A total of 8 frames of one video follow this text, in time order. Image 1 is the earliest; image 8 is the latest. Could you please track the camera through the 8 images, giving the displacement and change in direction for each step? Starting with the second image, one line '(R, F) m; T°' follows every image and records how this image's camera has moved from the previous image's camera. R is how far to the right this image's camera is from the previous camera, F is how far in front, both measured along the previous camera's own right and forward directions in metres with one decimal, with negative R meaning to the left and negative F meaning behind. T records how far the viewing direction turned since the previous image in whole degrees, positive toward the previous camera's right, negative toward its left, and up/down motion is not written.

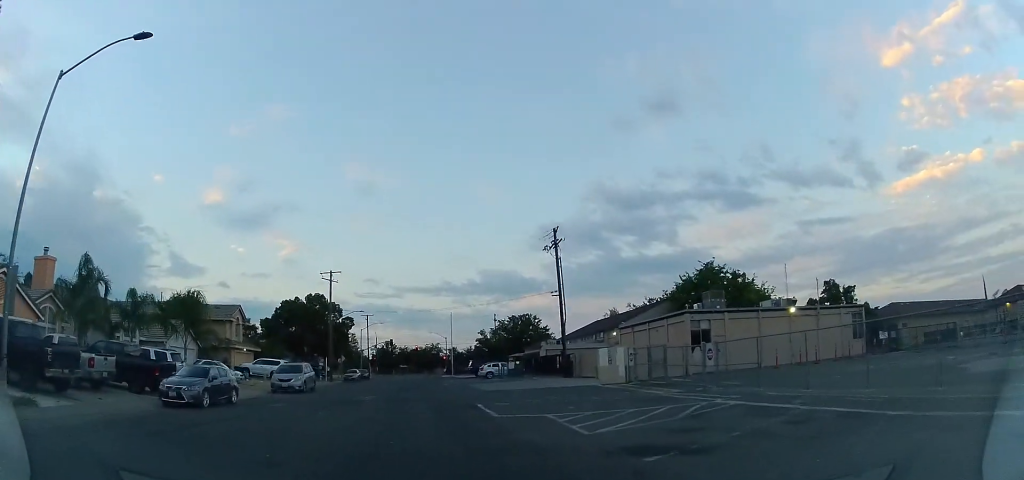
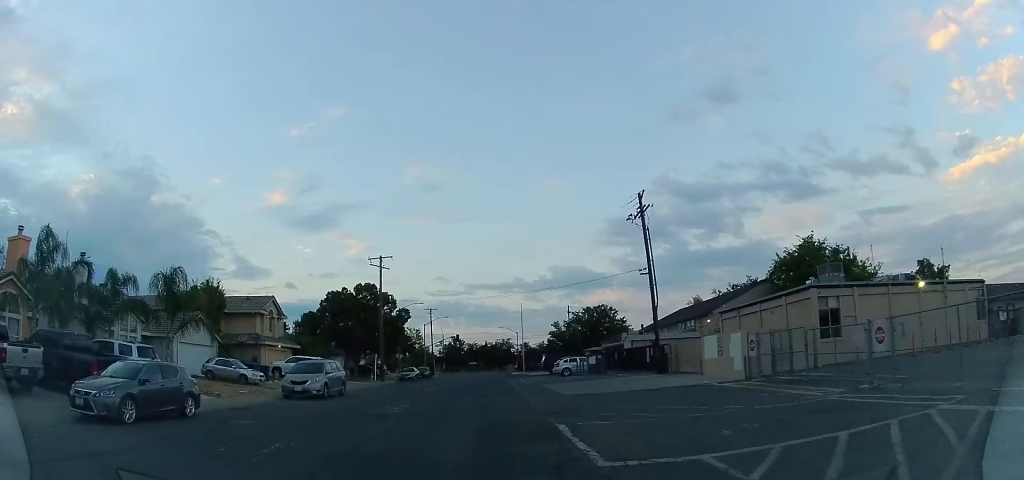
(-0.6, +6.5) m; -10°
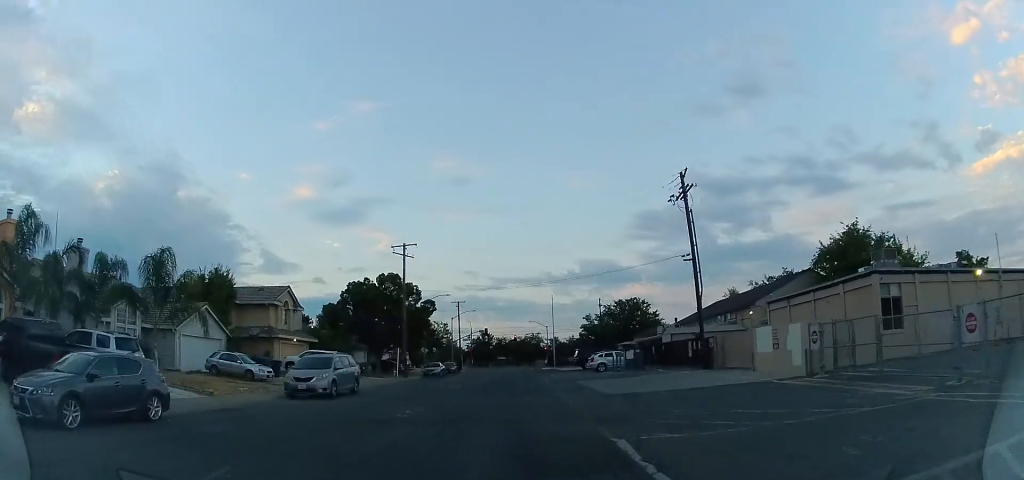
(0.0, +2.4) m; -3°
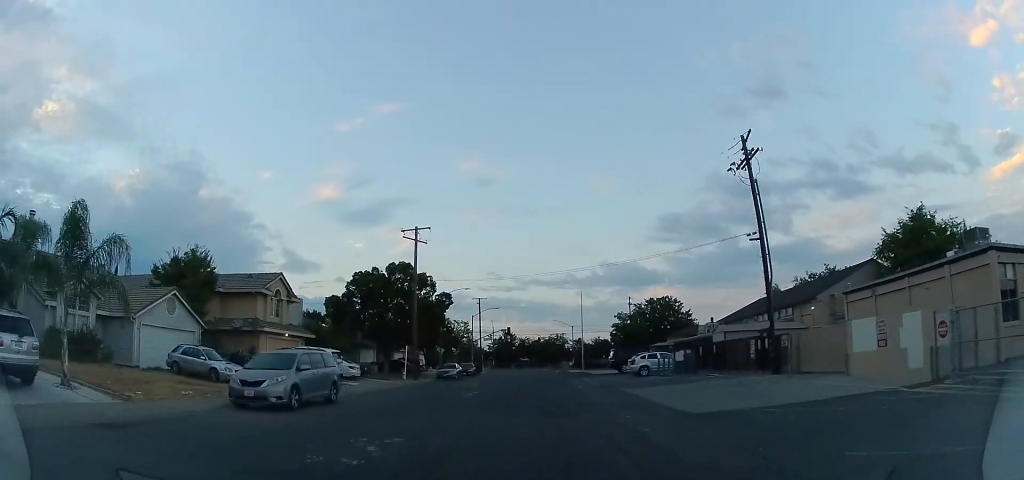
(-0.3, +5.6) m; -1°
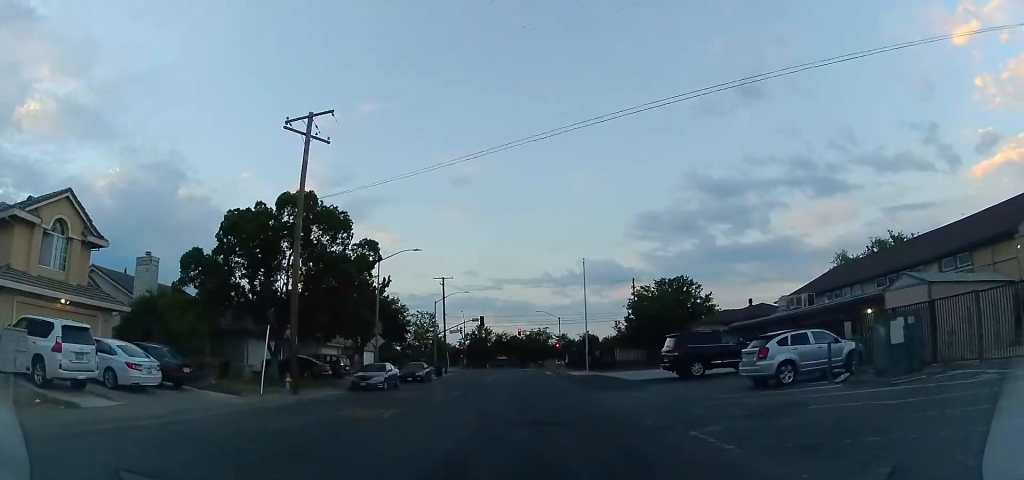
(0.0, +18.5) m; +1°
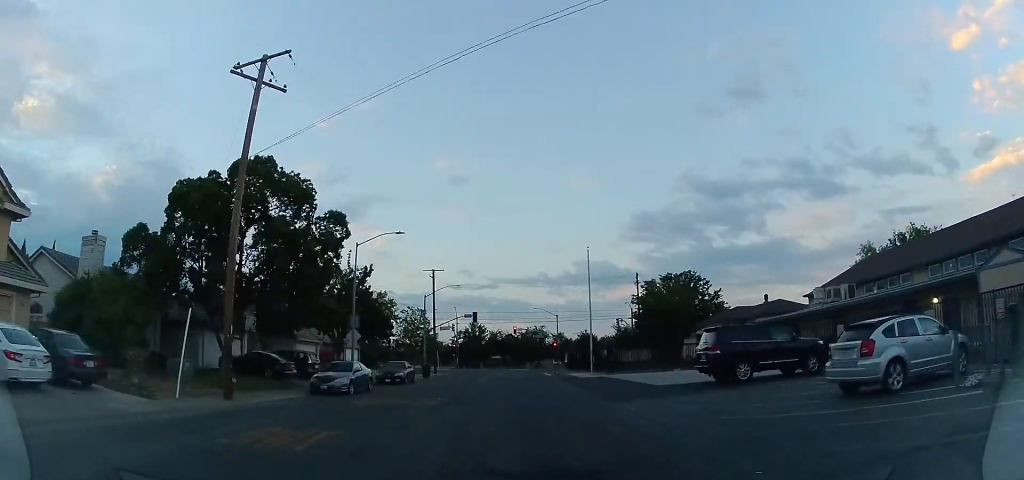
(+0.2, +4.8) m; +2°
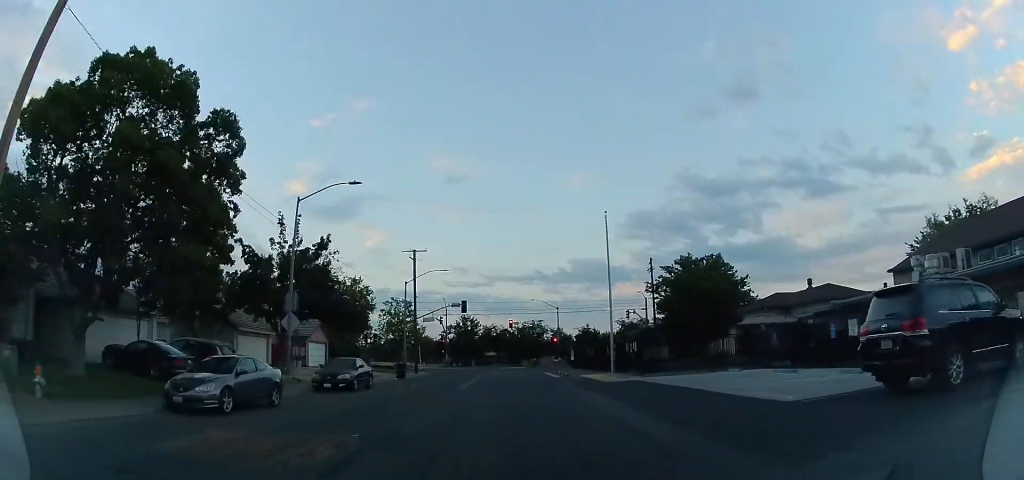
(+0.4, +9.3) m; +2°
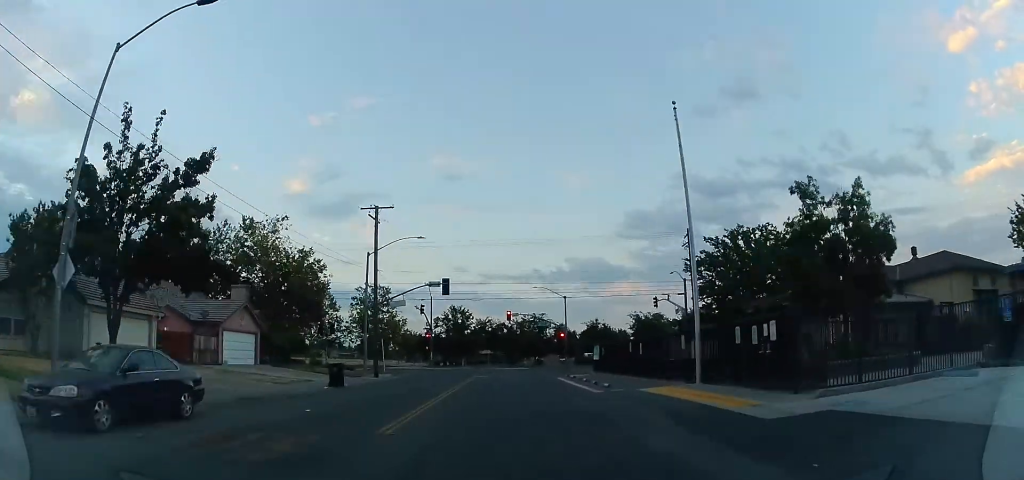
(-0.1, +14.6) m; -2°
